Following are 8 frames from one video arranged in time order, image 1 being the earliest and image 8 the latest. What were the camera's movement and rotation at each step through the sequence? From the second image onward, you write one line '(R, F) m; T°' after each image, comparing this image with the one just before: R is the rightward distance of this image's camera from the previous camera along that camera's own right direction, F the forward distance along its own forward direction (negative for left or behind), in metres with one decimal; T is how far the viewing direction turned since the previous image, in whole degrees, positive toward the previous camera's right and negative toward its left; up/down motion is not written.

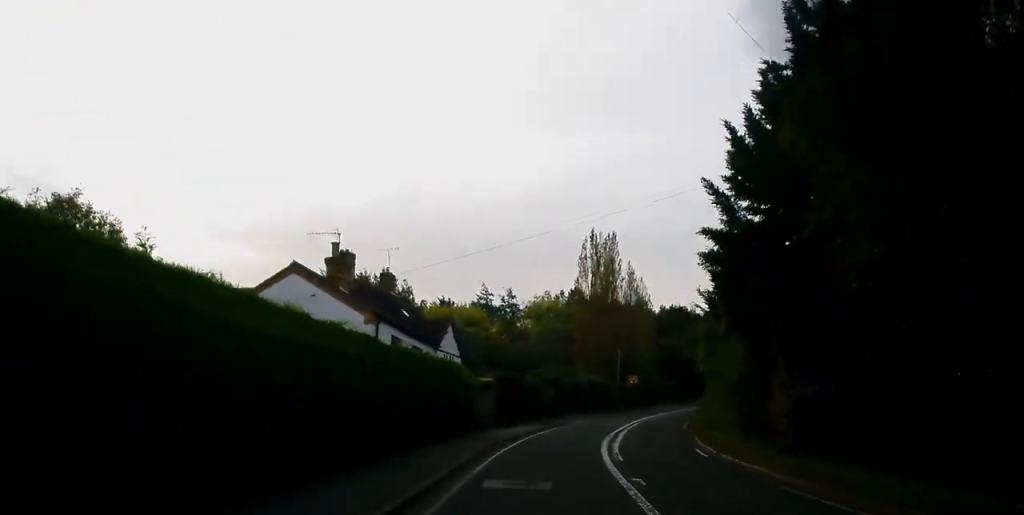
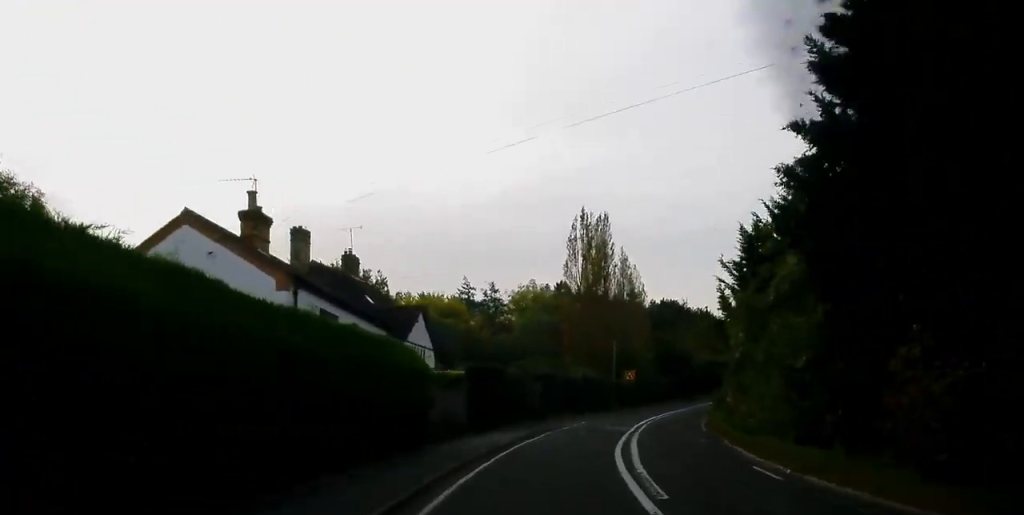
(+0.1, +7.8) m; 0°
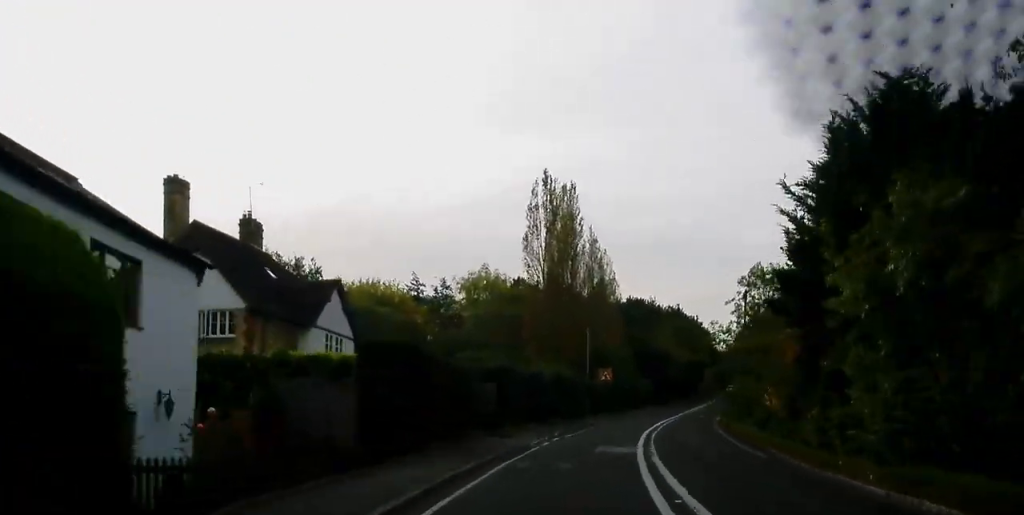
(-0.1, +12.5) m; +2°
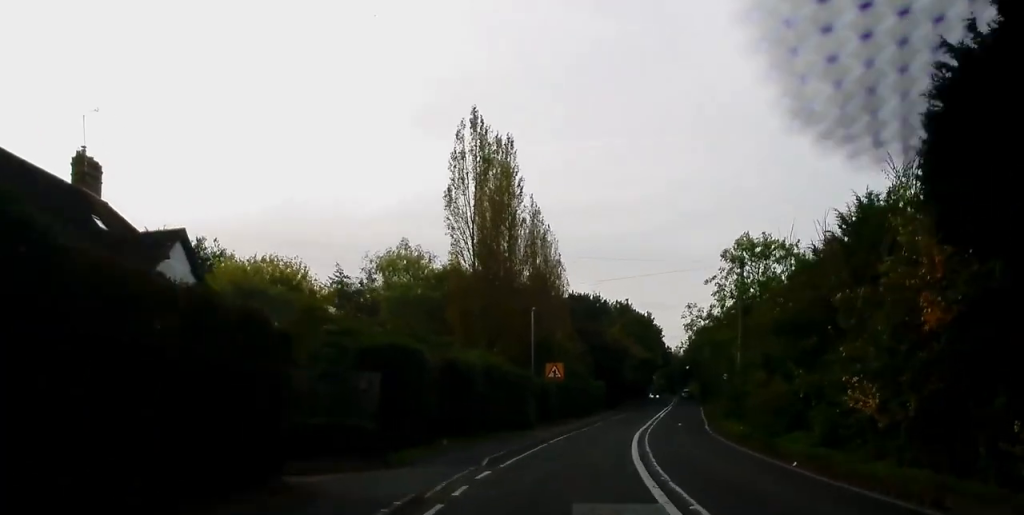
(+0.6, +11.9) m; +5°
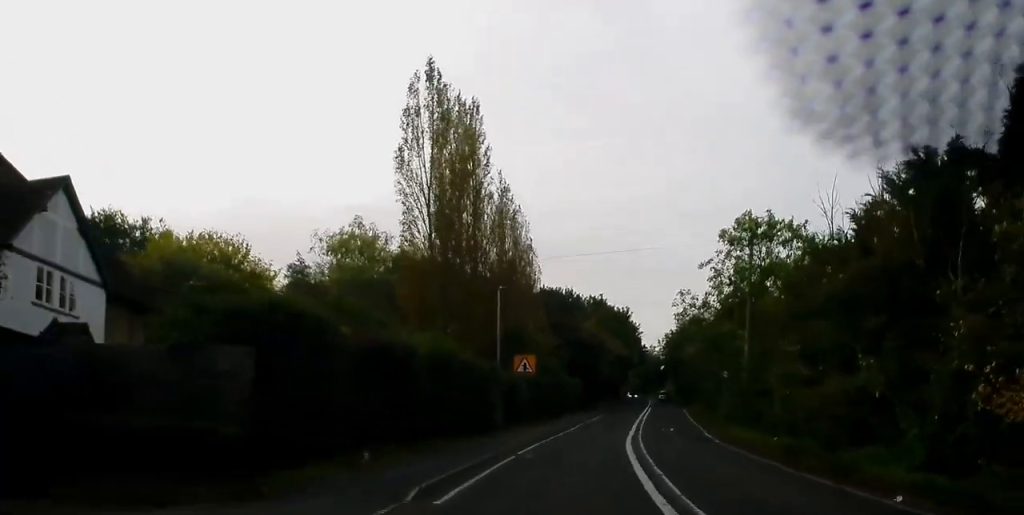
(+0.1, +6.1) m; +2°
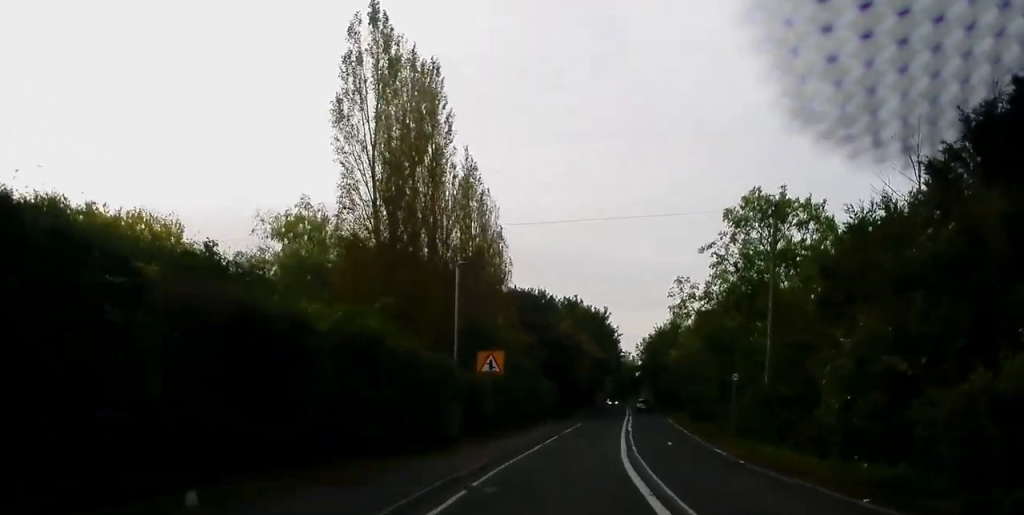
(+0.1, +6.3) m; +2°
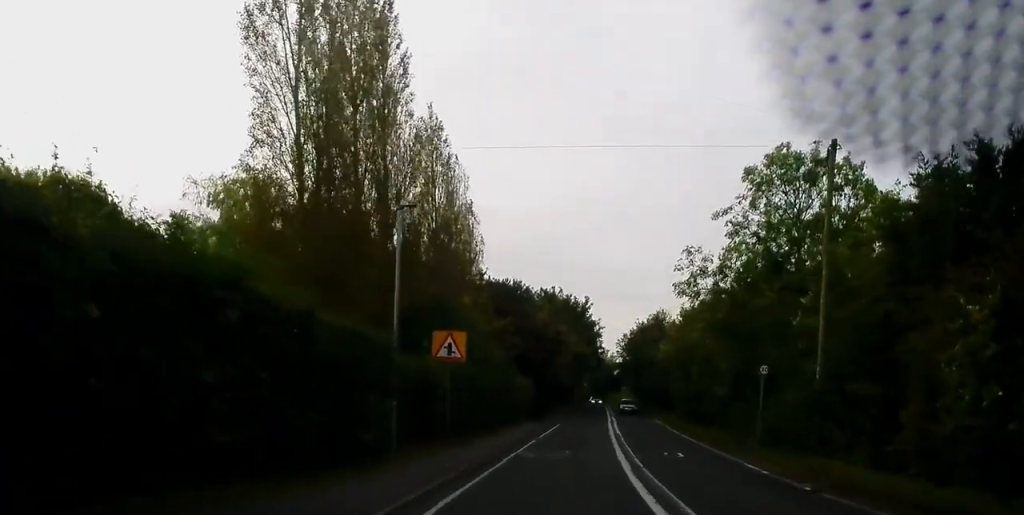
(+0.1, +6.4) m; +2°
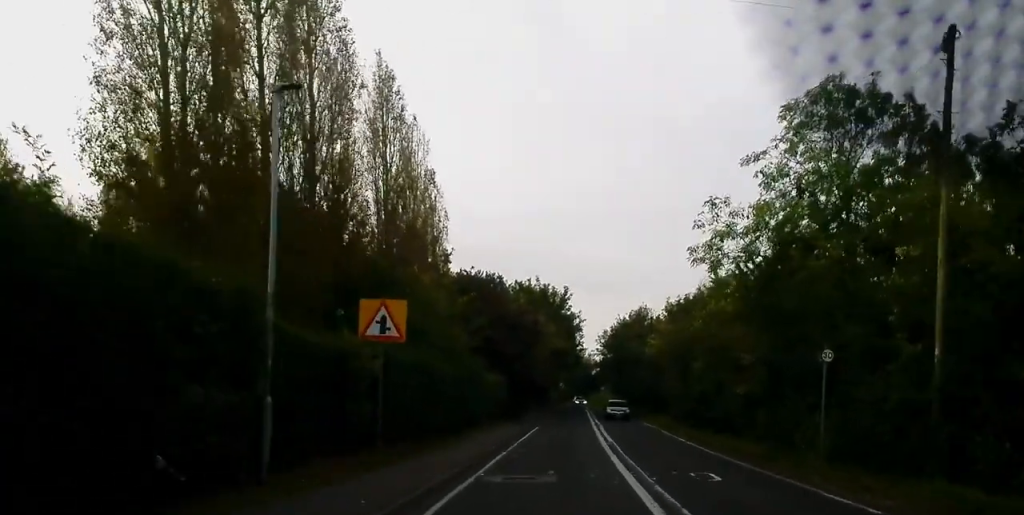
(+0.1, +6.6) m; +2°
